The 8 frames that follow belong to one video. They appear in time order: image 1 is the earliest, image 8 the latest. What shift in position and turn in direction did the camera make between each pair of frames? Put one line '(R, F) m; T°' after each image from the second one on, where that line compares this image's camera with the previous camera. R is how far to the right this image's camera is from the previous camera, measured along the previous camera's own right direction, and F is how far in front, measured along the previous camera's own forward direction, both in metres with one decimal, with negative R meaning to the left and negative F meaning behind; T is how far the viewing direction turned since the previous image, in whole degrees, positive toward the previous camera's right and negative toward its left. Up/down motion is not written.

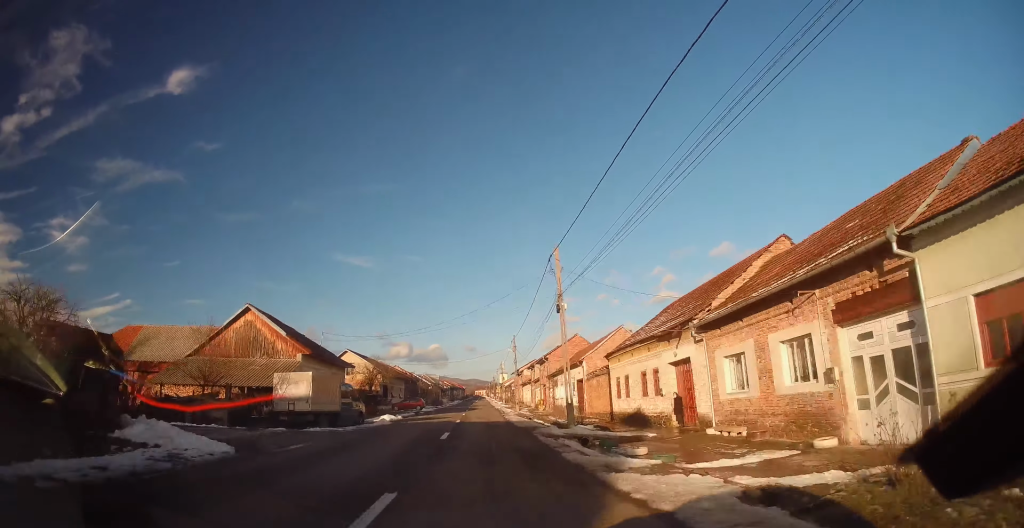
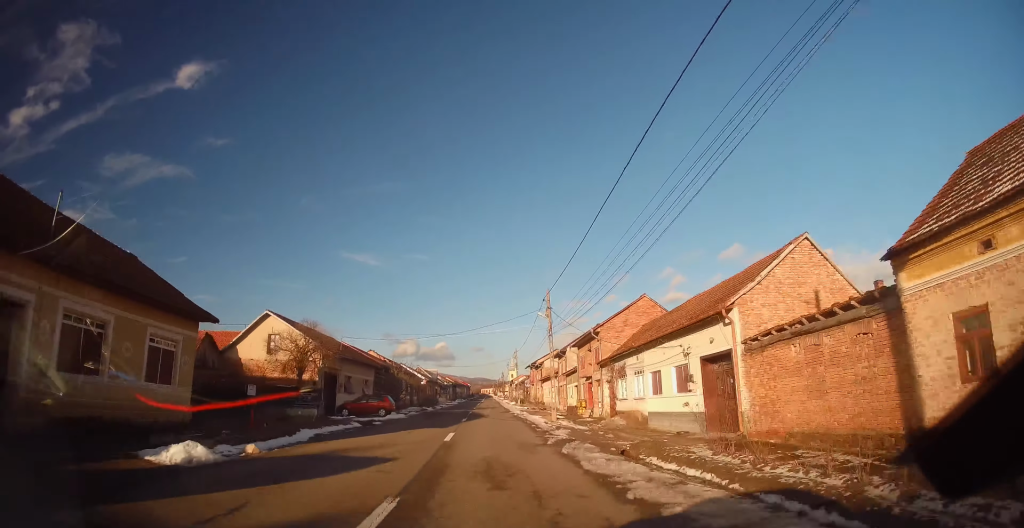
(-0.3, +25.6) m; -1°
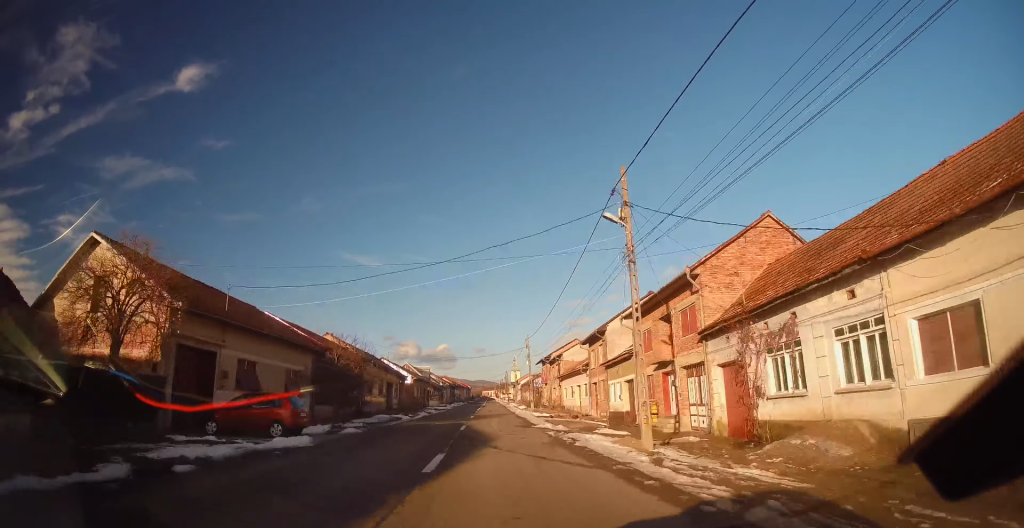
(0.0, +19.0) m; +1°
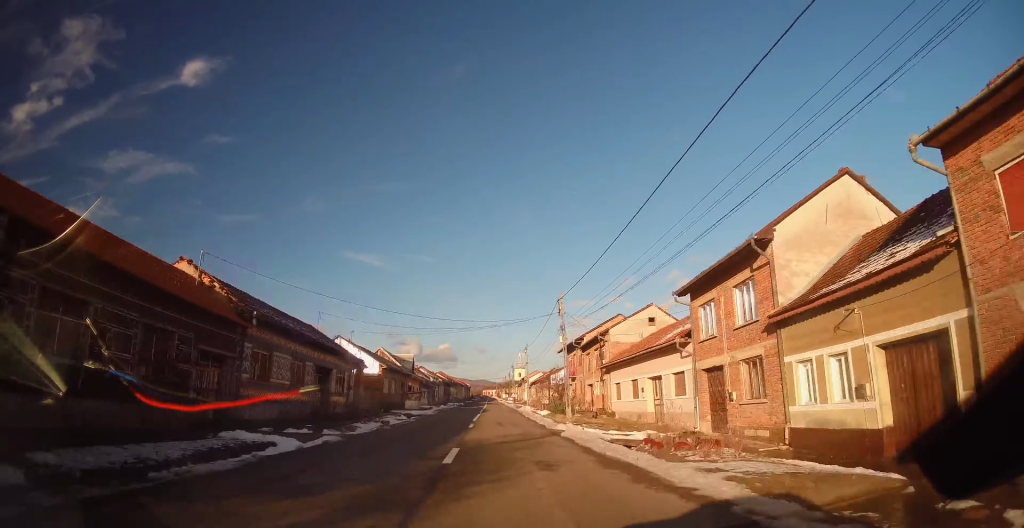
(+0.3, +24.0) m; +1°
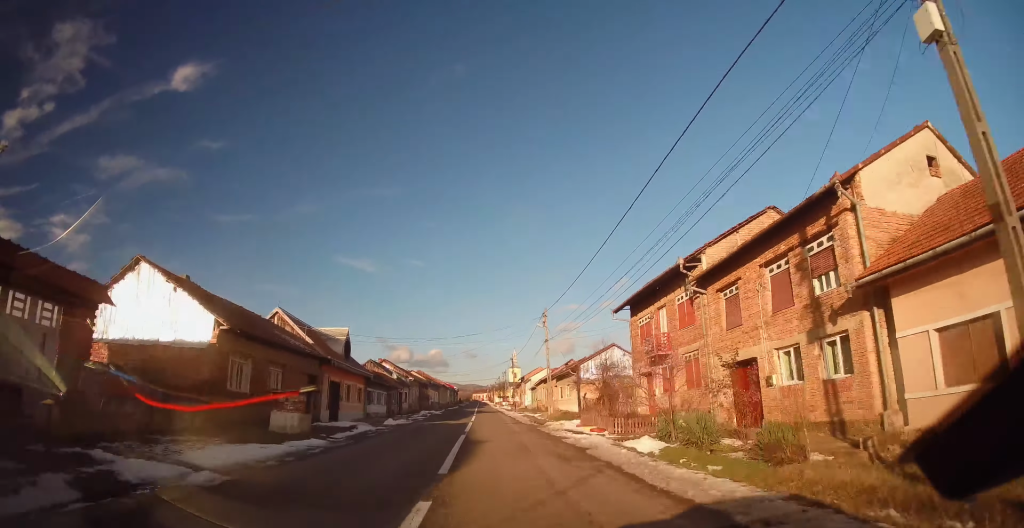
(-0.2, +31.2) m; 0°
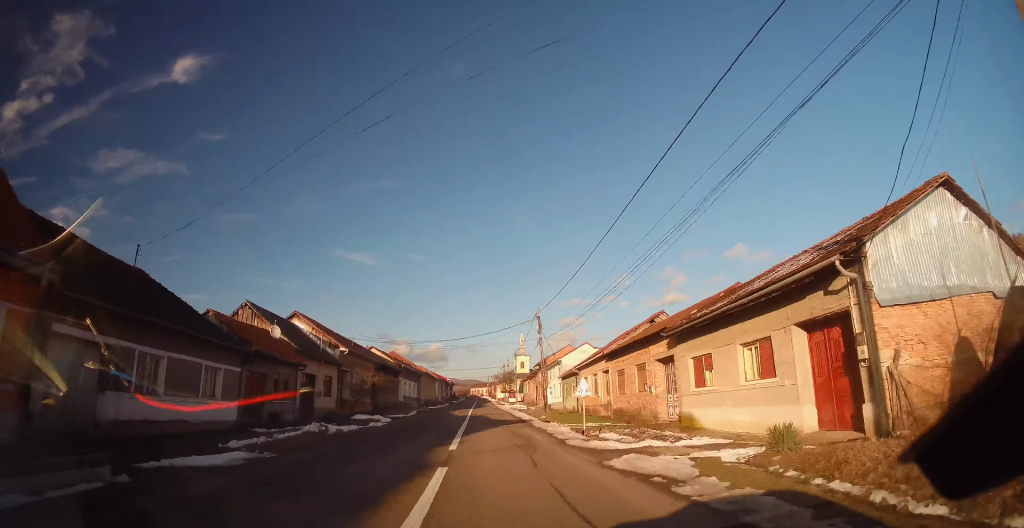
(+0.5, +37.6) m; 0°
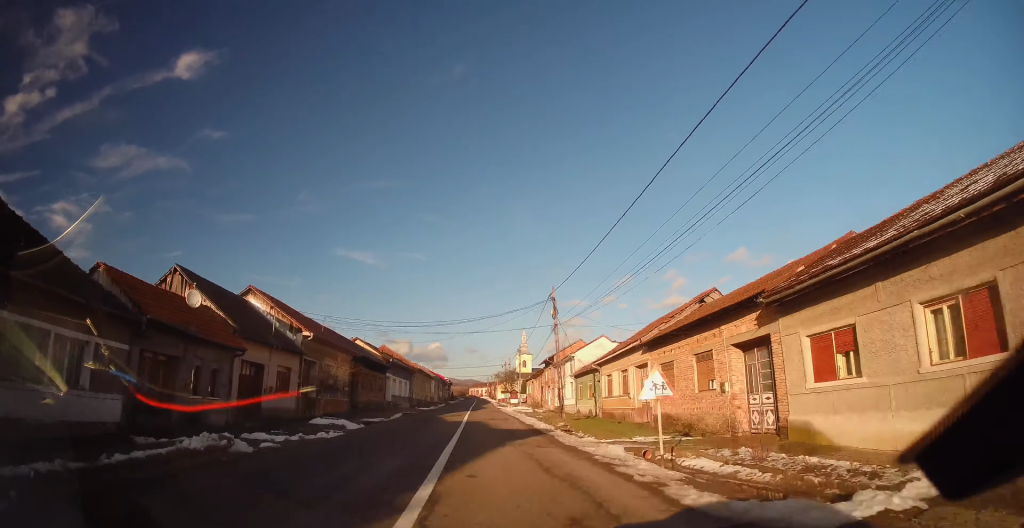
(-0.2, +8.5) m; 0°
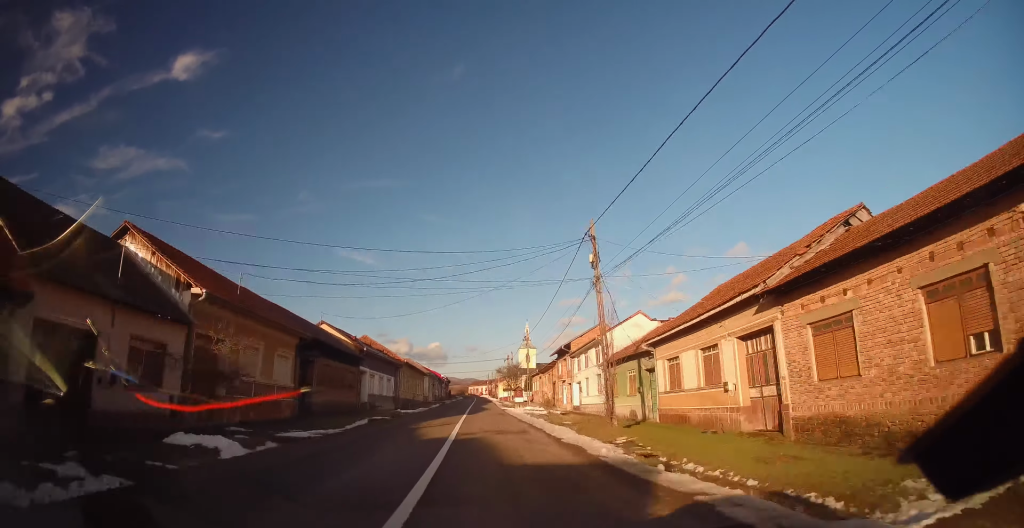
(-0.2, +12.7) m; 0°
